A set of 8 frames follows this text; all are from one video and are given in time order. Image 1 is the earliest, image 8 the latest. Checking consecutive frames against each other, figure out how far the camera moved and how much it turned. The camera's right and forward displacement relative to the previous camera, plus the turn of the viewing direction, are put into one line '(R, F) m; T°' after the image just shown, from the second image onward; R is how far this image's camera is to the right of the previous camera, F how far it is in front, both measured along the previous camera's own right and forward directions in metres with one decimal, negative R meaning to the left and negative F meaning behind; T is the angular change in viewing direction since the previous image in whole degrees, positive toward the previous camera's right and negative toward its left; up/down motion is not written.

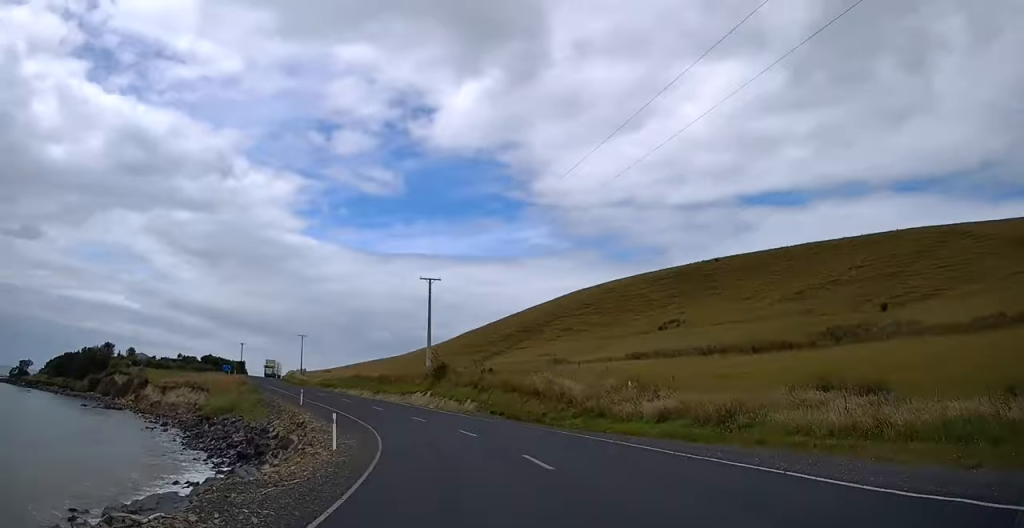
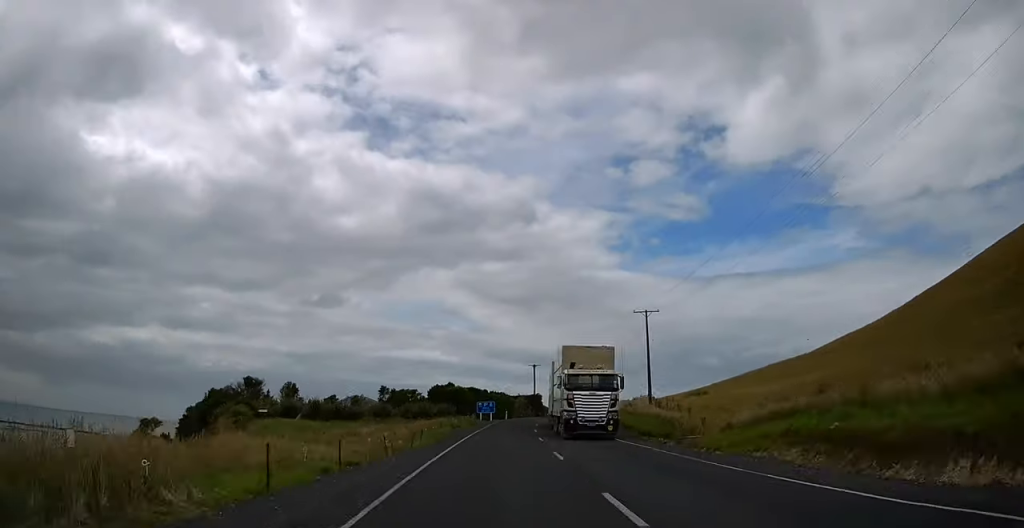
(-13.2, +71.3) m; -13°
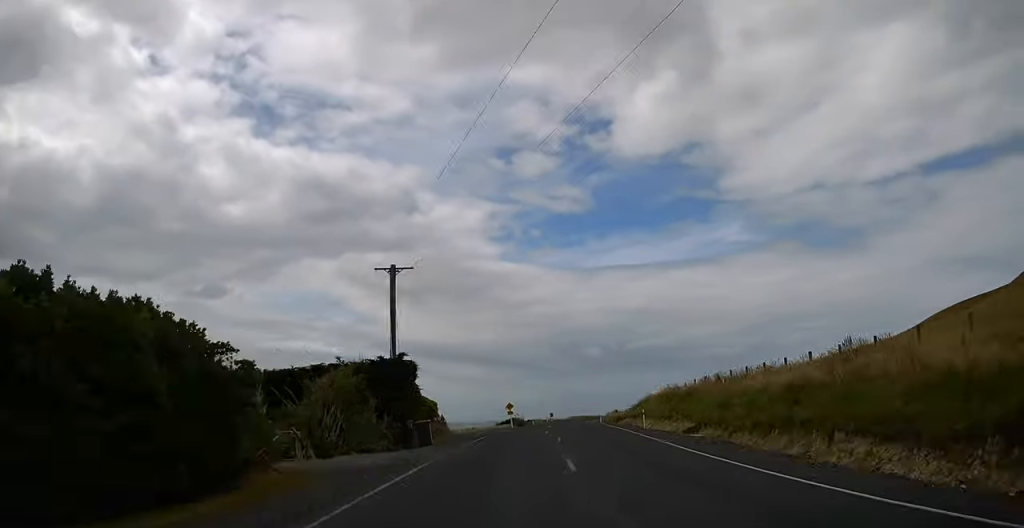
(-3.4, +71.0) m; +2°
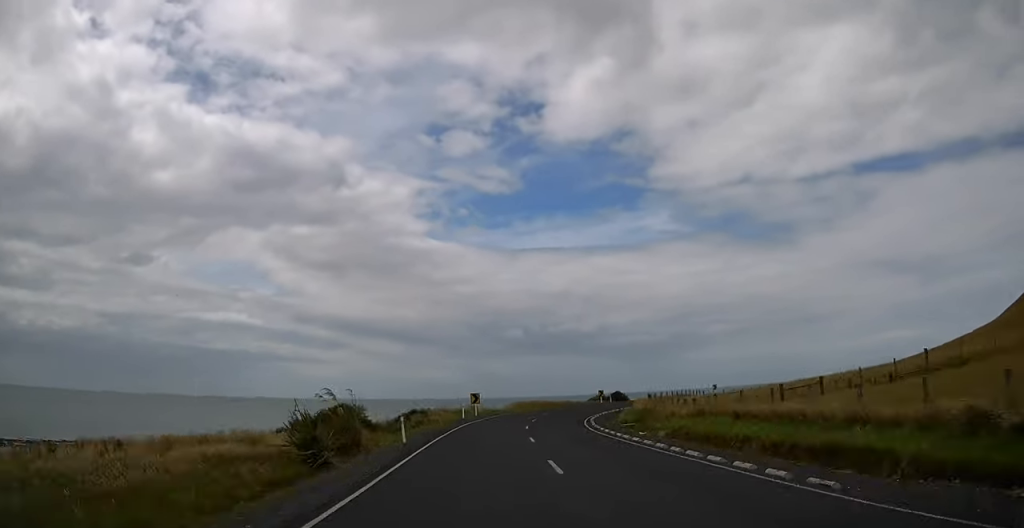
(+8.0, +79.7) m; +14°
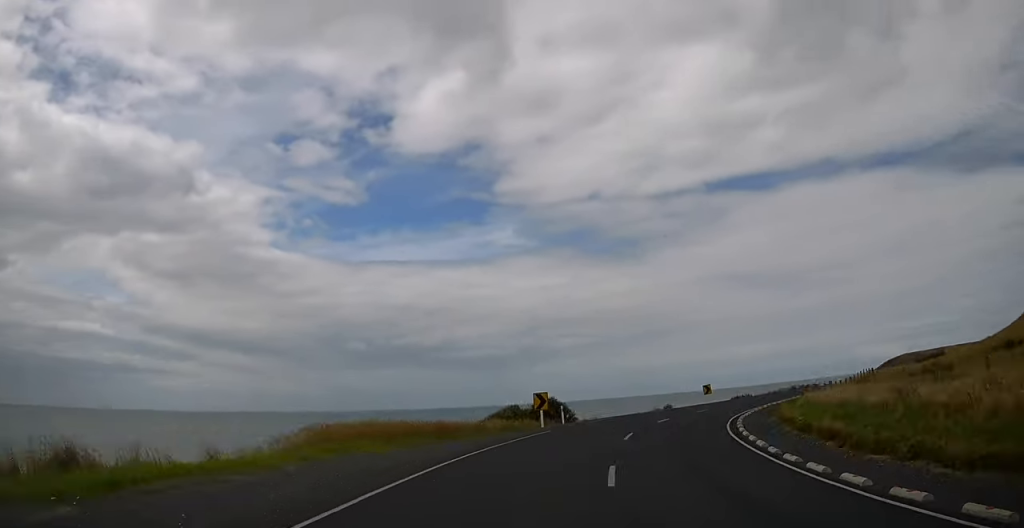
(-0.5, +50.1) m; +17°
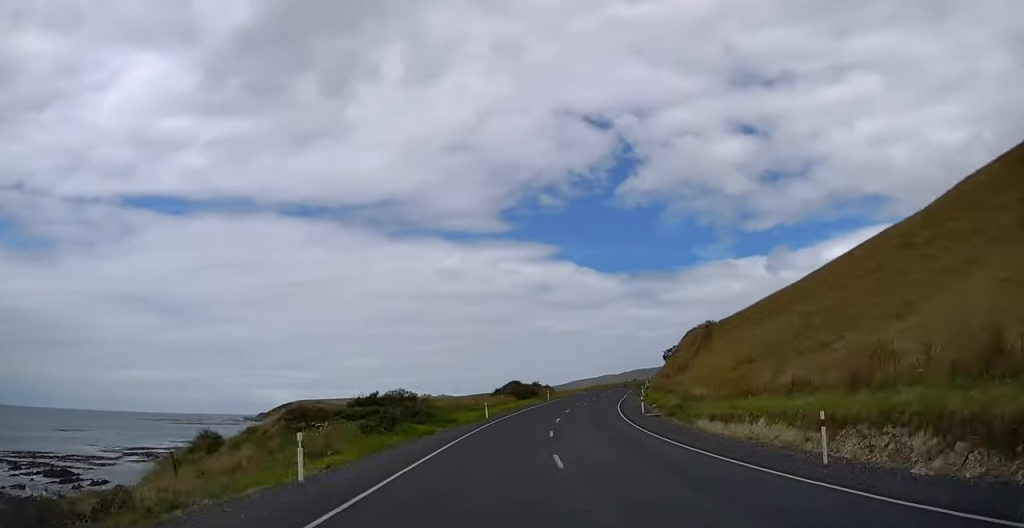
(+78.4, +126.7) m; +48°
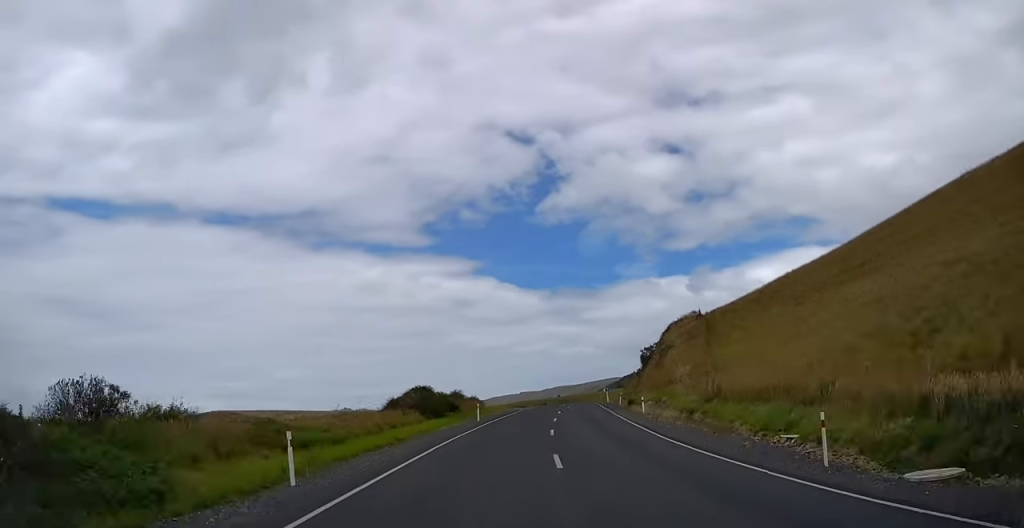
(+1.6, +29.5) m; +3°
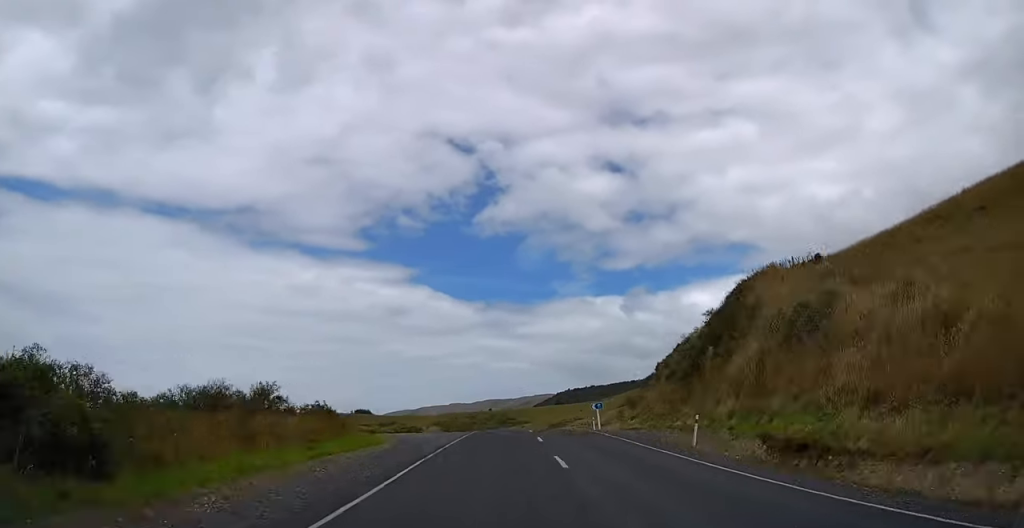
(+1.1, +37.4) m; +4°
